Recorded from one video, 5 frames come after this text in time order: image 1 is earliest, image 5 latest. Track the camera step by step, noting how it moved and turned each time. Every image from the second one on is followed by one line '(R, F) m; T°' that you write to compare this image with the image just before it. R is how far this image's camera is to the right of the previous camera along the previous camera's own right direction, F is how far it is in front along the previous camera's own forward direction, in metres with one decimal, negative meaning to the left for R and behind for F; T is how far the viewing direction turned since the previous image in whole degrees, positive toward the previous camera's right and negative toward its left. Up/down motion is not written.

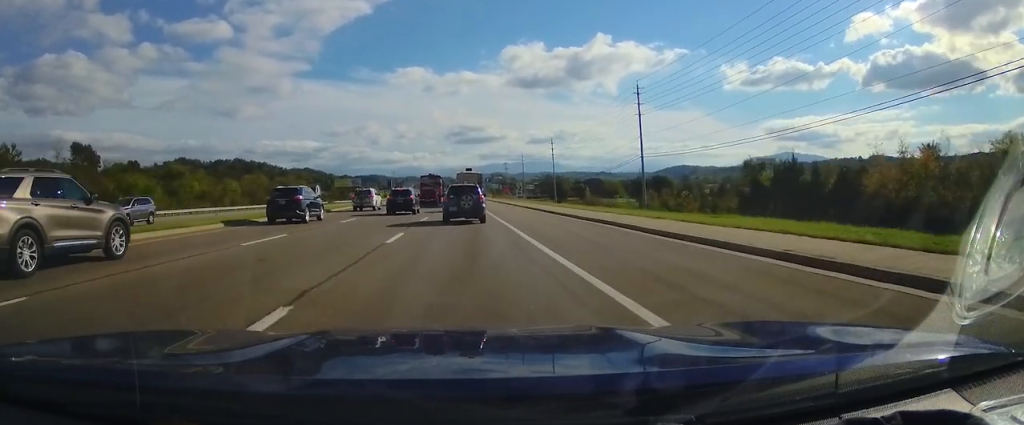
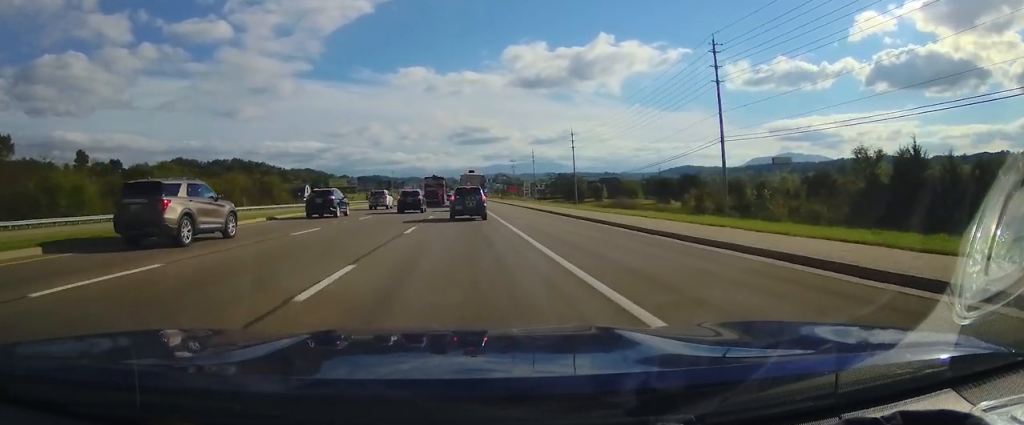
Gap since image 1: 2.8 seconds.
(0.0, +21.5) m; 0°
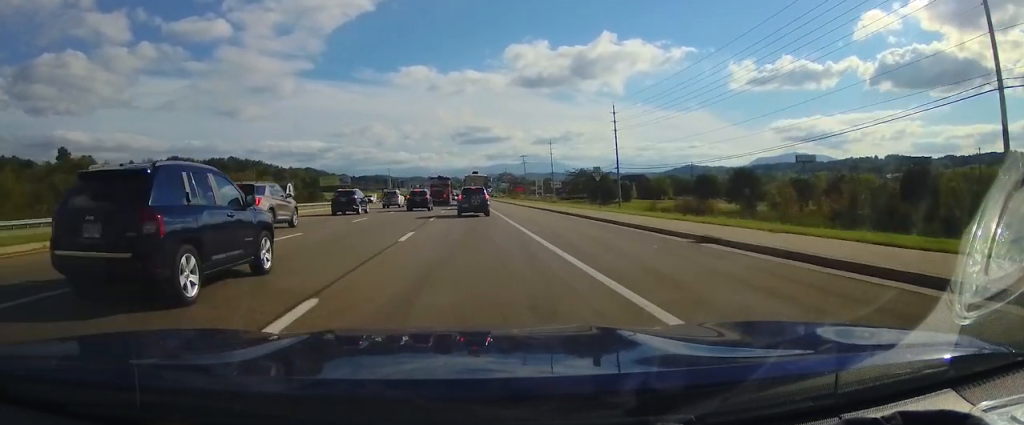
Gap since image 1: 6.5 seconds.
(0.0, +27.6) m; 0°
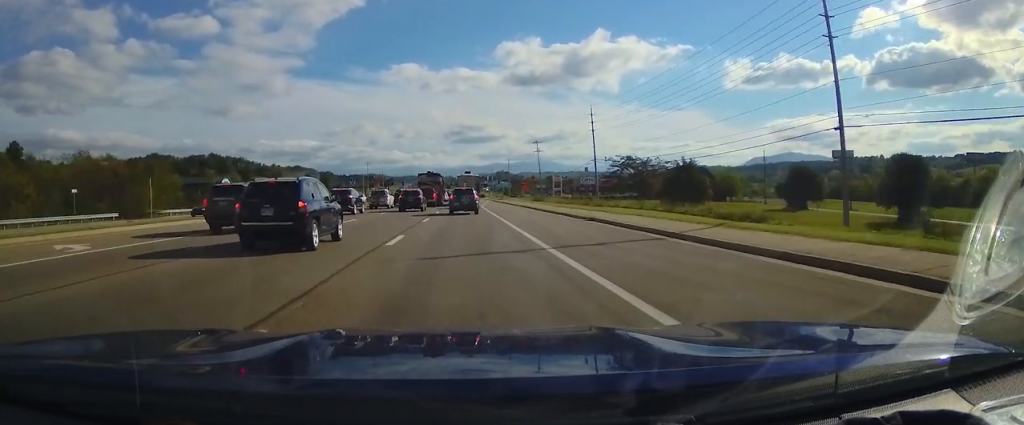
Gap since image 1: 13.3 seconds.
(0.0, +44.9) m; 0°
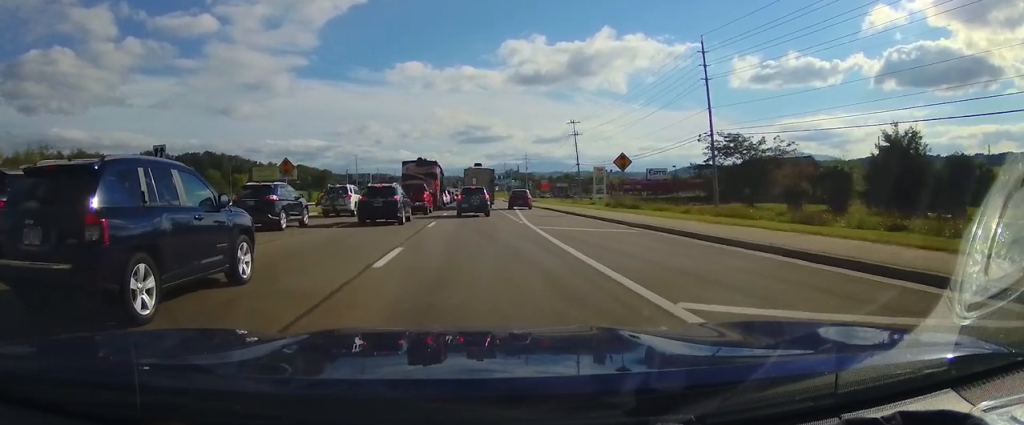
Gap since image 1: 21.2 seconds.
(-0.1, +36.6) m; 0°
